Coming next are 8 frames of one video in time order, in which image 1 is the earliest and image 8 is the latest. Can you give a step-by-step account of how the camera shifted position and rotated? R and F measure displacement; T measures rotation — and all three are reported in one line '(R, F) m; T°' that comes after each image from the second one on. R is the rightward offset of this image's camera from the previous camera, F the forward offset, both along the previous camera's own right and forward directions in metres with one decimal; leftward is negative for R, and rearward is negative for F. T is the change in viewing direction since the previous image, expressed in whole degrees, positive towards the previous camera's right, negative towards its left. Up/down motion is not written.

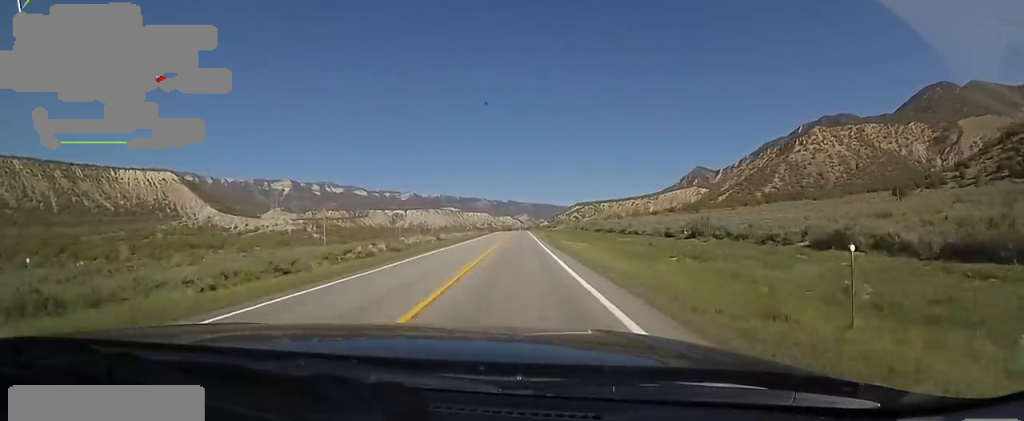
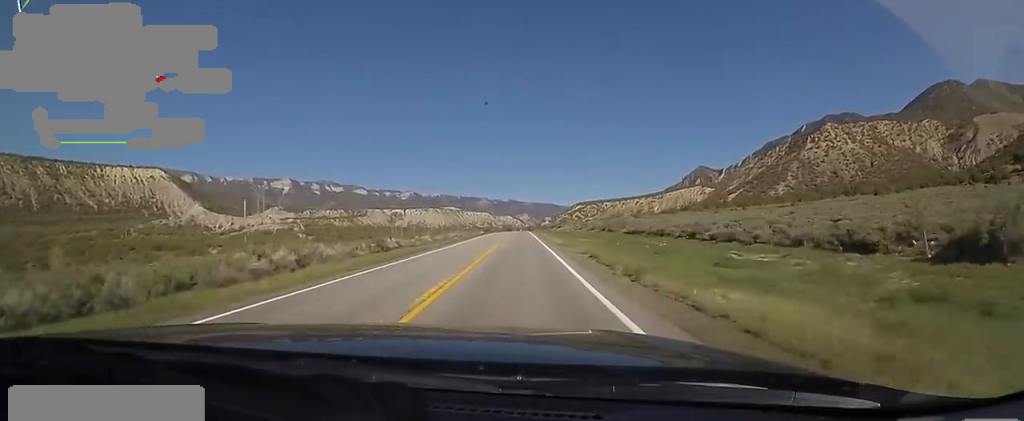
(+0.1, +29.8) m; +2°
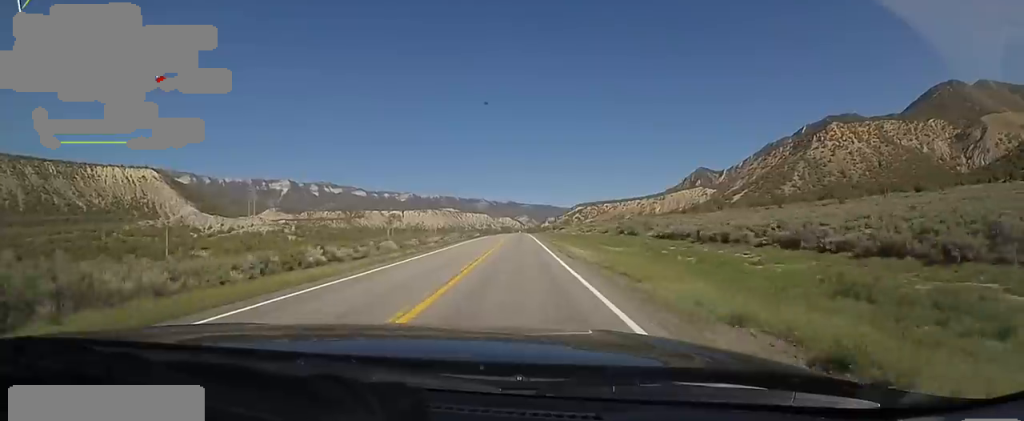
(+0.8, +17.0) m; -1°
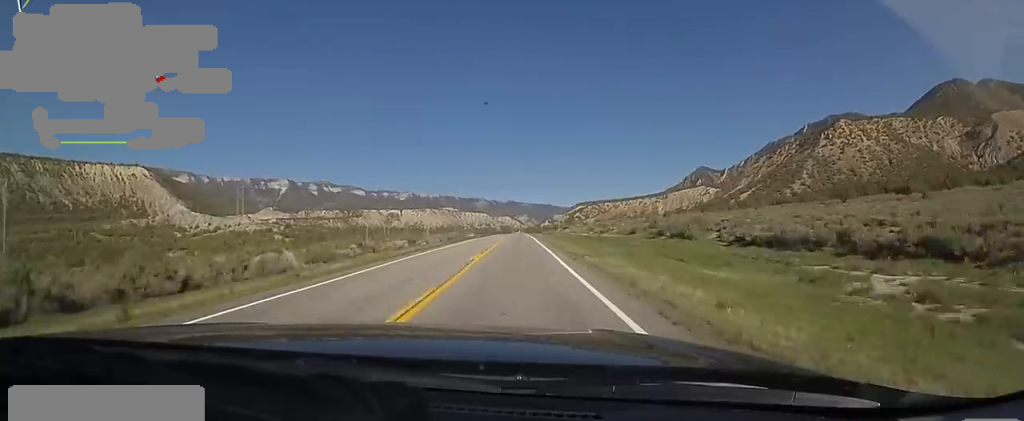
(-0.1, +22.0) m; -1°
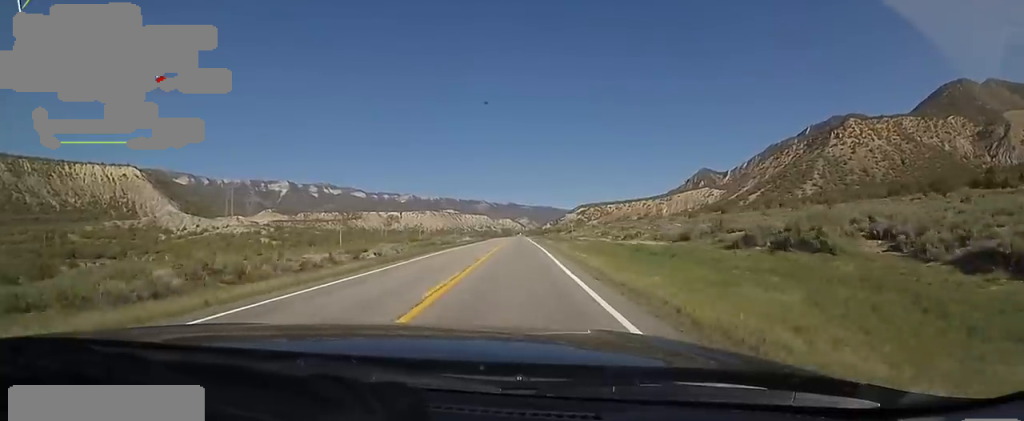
(-0.9, +21.1) m; -1°
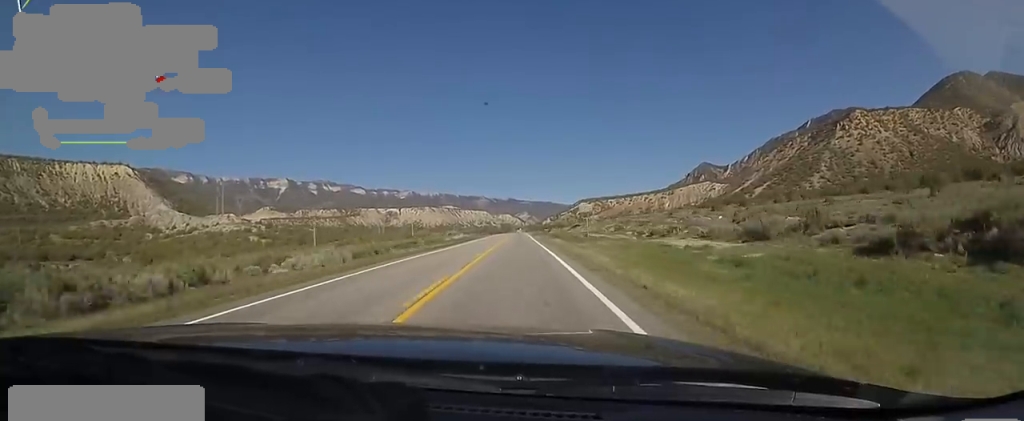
(+0.2, +15.0) m; +2°
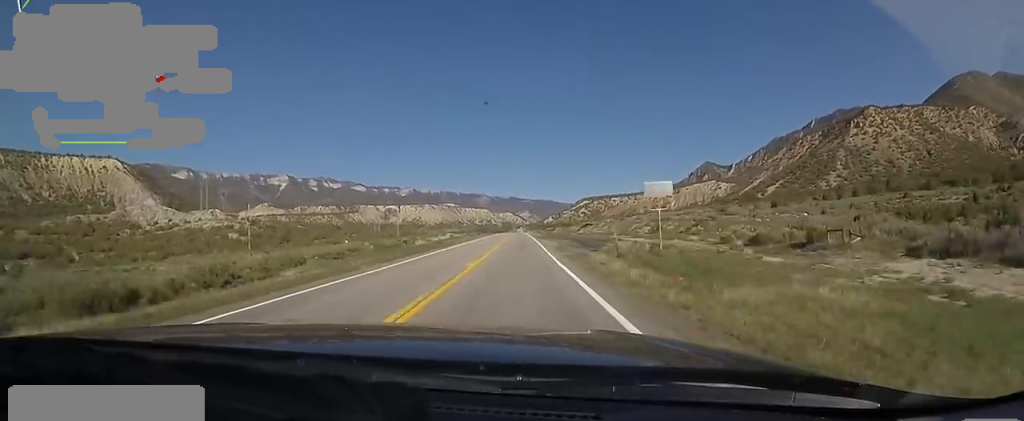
(+0.7, +26.1) m; +1°
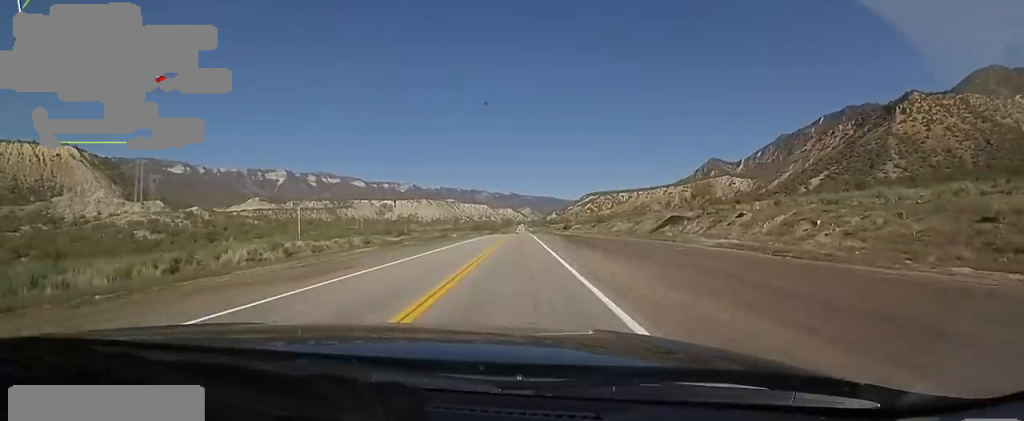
(-2.3, +82.8) m; -1°
